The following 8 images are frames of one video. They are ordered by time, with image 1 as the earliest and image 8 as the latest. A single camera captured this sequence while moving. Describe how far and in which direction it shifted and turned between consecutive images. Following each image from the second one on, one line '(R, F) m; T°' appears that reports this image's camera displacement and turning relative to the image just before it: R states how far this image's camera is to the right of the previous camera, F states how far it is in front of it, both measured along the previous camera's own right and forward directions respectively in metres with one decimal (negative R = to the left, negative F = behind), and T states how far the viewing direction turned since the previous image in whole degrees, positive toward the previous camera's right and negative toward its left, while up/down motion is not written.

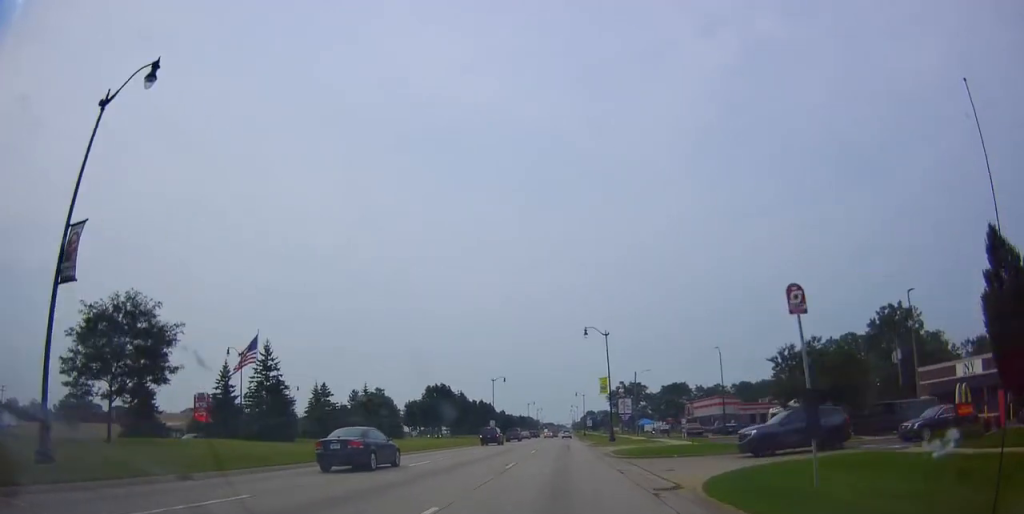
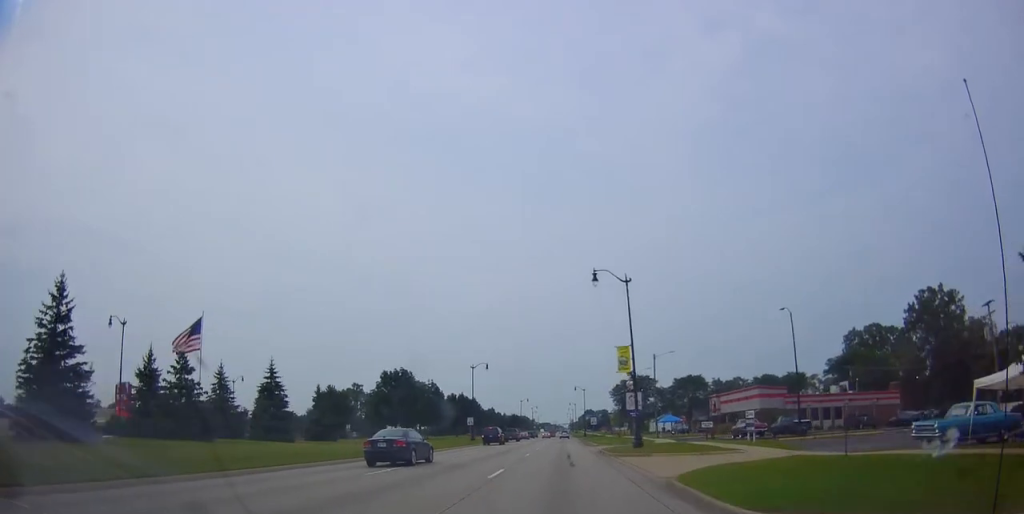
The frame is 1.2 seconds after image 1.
(0.0, +18.6) m; -2°
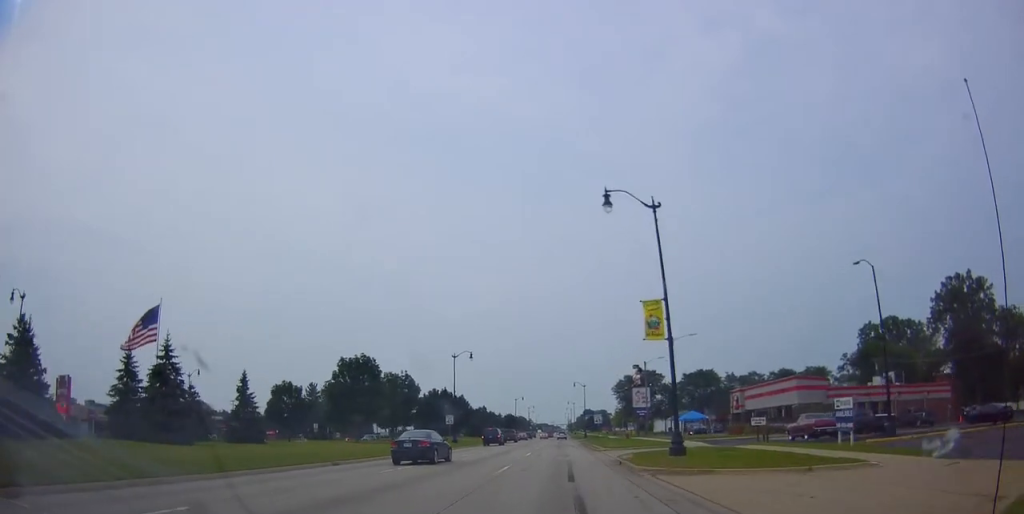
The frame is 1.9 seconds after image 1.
(-0.3, +11.6) m; -1°
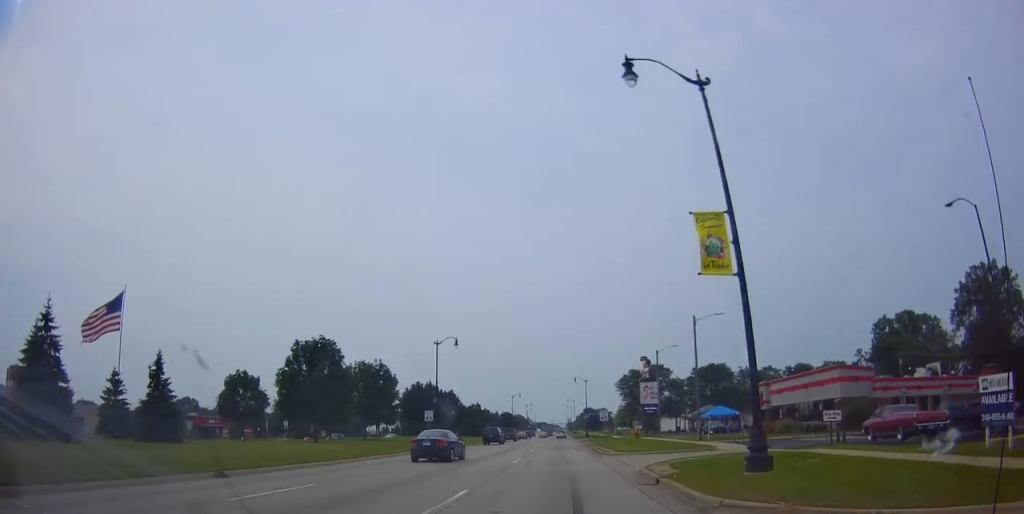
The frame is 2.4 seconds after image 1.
(-0.4, +9.0) m; 0°
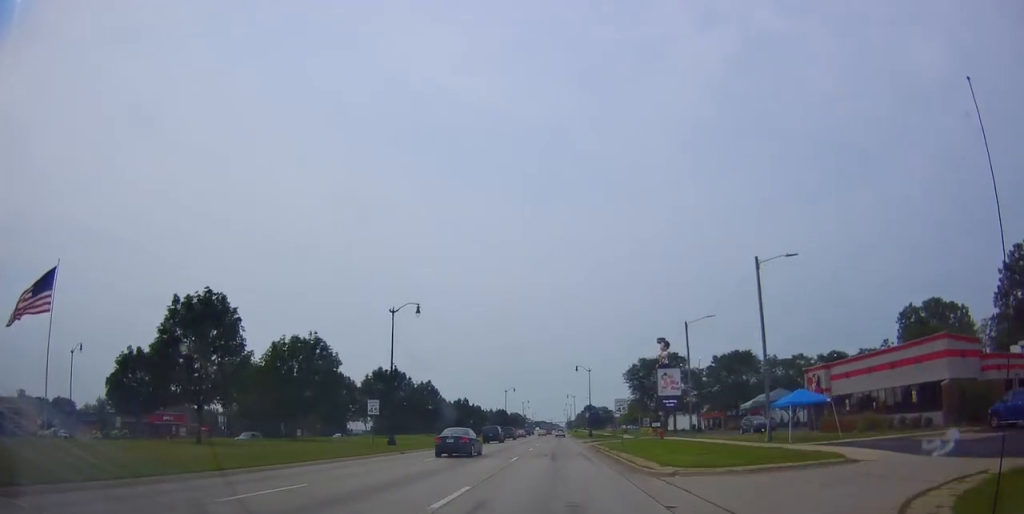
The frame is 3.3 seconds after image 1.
(+0.7, +15.0) m; +1°
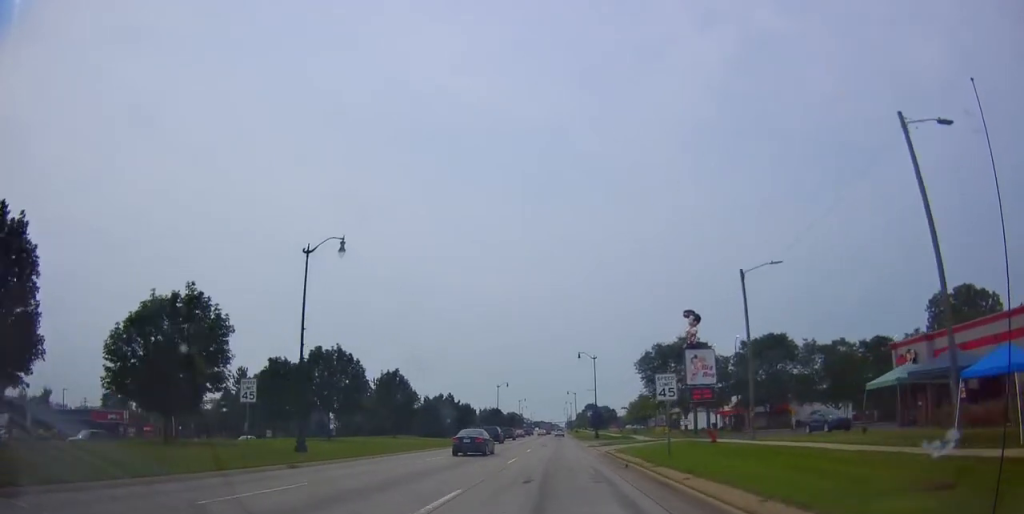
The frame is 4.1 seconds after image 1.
(-0.2, +15.3) m; 0°
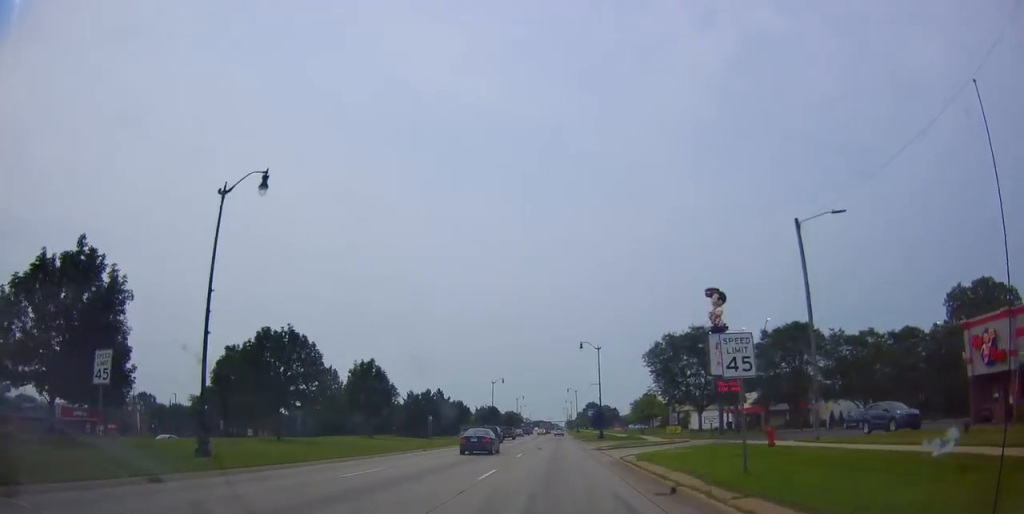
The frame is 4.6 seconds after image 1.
(0.0, +8.4) m; 0°
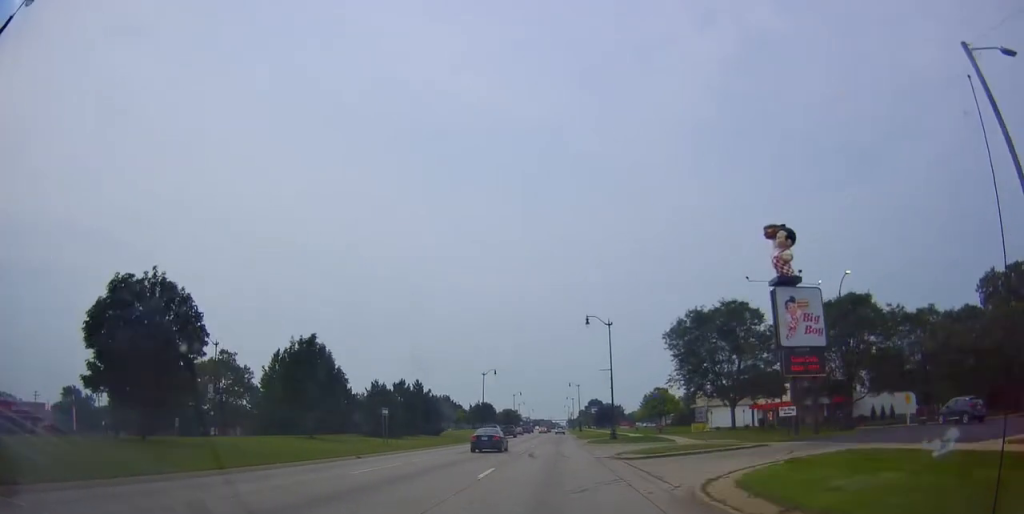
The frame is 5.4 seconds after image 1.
(+0.4, +14.0) m; -1°
